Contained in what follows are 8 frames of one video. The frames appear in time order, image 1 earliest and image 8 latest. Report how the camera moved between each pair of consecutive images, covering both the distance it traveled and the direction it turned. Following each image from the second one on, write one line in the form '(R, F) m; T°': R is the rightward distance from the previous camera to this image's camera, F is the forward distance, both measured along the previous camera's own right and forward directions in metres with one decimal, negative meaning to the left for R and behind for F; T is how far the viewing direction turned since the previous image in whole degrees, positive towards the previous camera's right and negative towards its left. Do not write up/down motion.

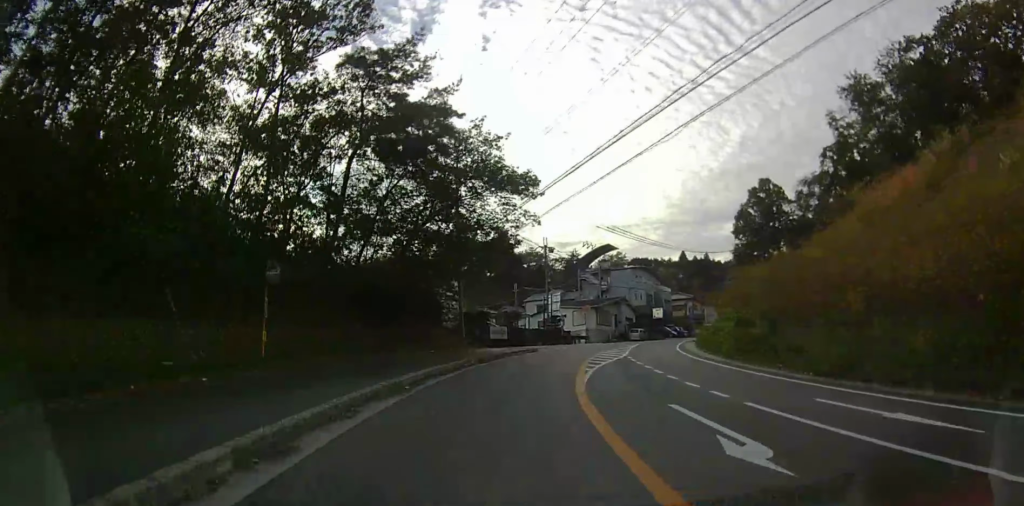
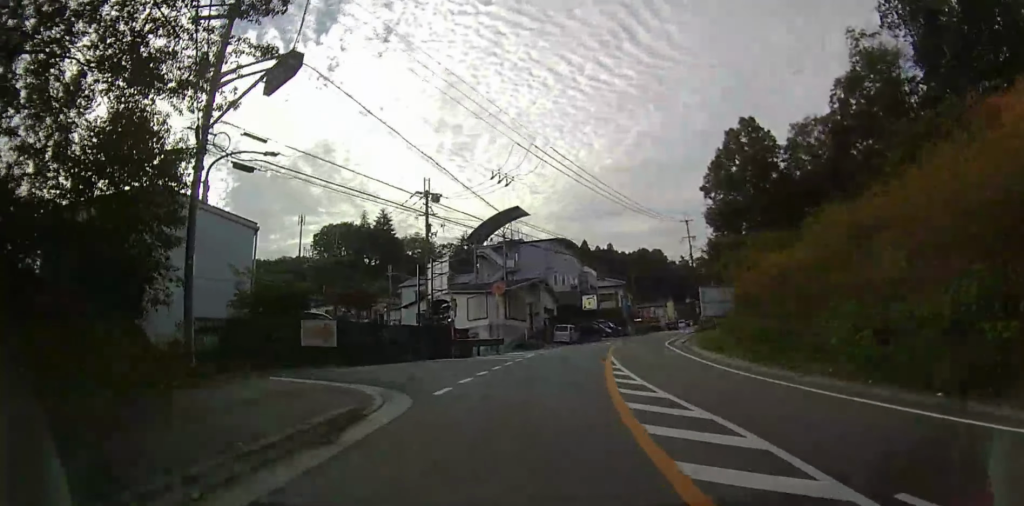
(0.0, +23.2) m; 0°
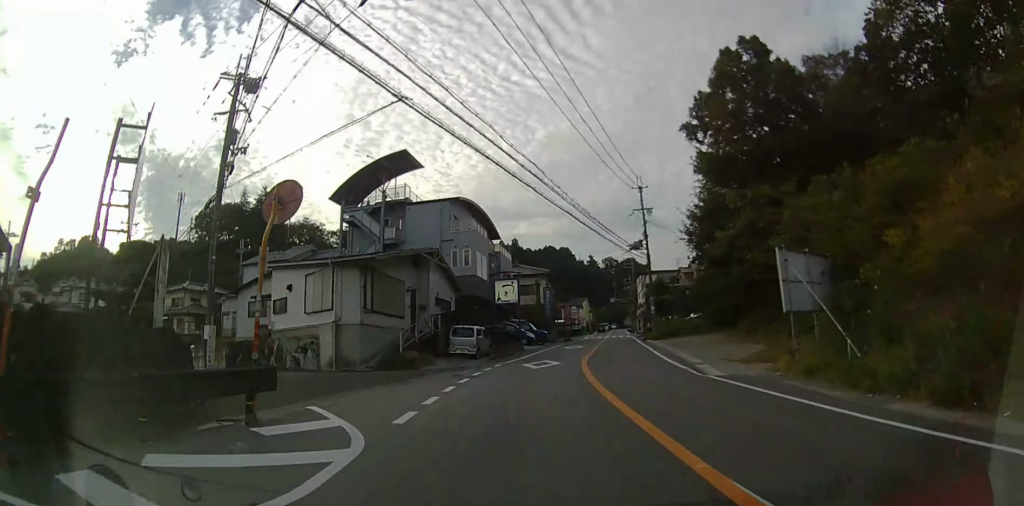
(+0.1, +18.0) m; +4°
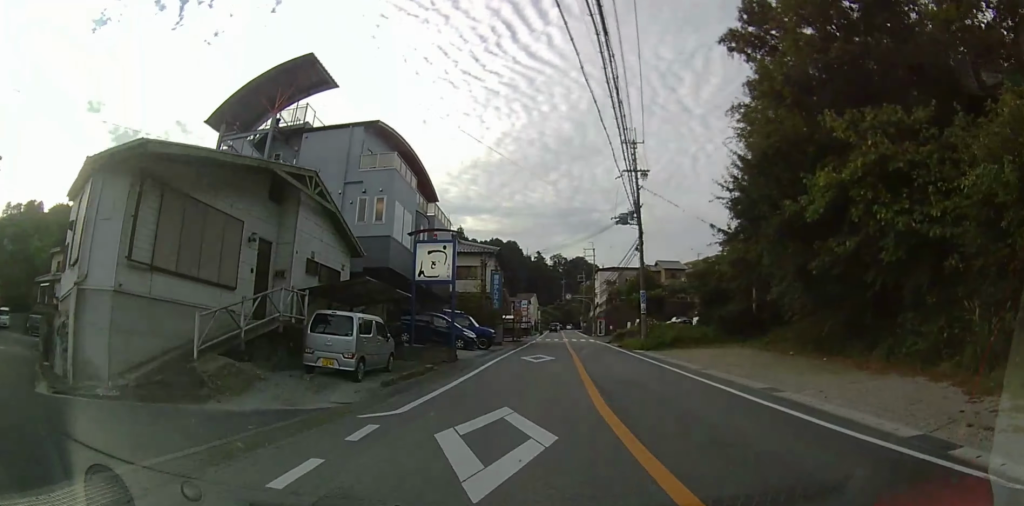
(+1.2, +12.4) m; +14°
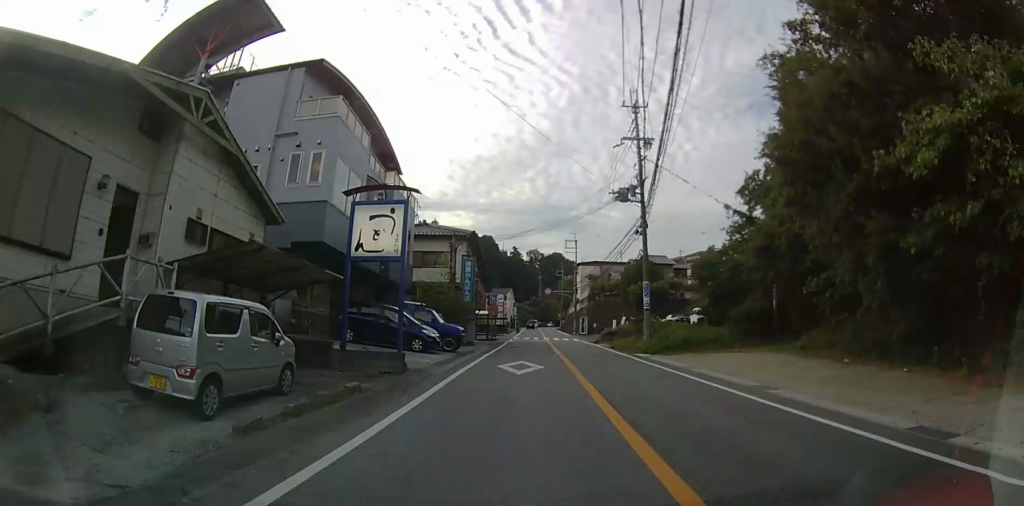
(+0.7, +5.7) m; +6°
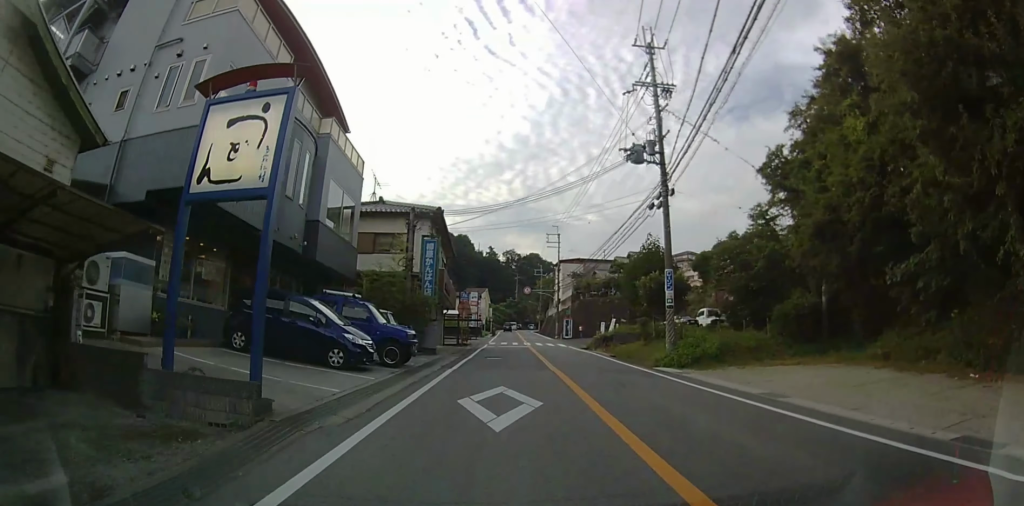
(+0.2, +7.3) m; +1°
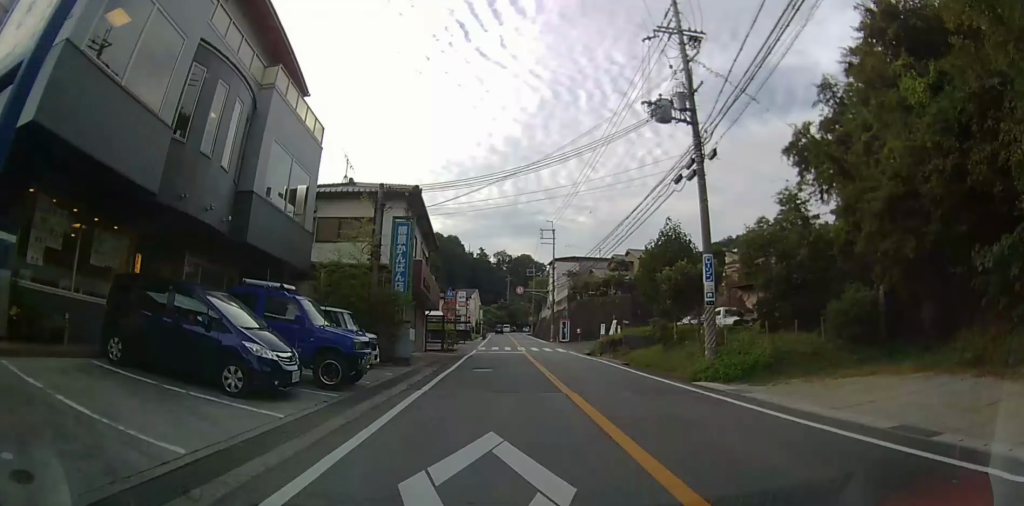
(0.0, +4.6) m; 0°
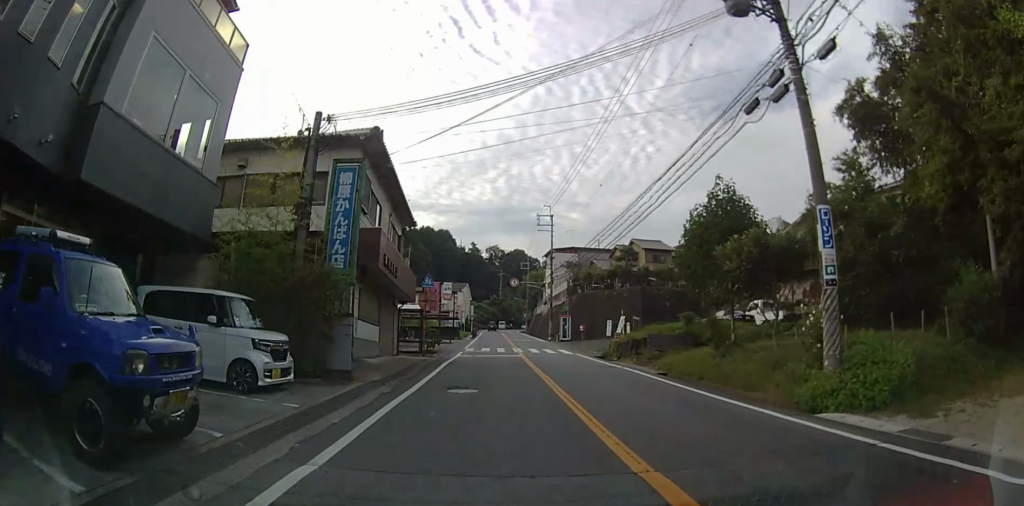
(0.0, +6.2) m; 0°
